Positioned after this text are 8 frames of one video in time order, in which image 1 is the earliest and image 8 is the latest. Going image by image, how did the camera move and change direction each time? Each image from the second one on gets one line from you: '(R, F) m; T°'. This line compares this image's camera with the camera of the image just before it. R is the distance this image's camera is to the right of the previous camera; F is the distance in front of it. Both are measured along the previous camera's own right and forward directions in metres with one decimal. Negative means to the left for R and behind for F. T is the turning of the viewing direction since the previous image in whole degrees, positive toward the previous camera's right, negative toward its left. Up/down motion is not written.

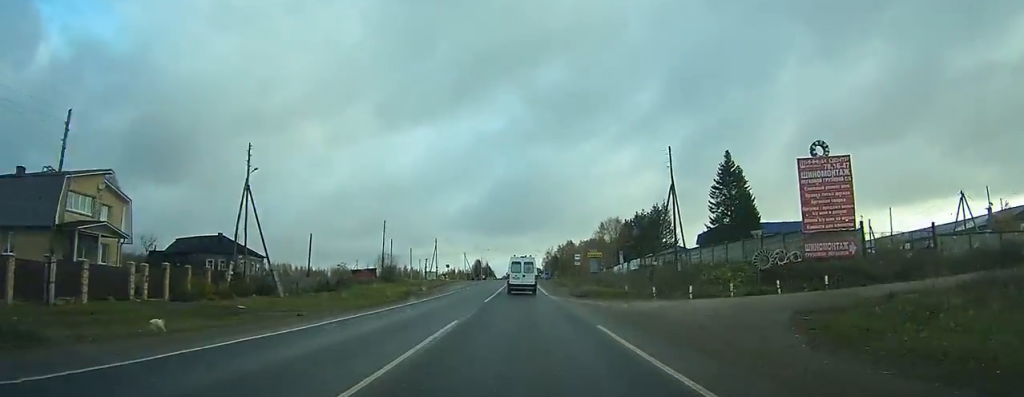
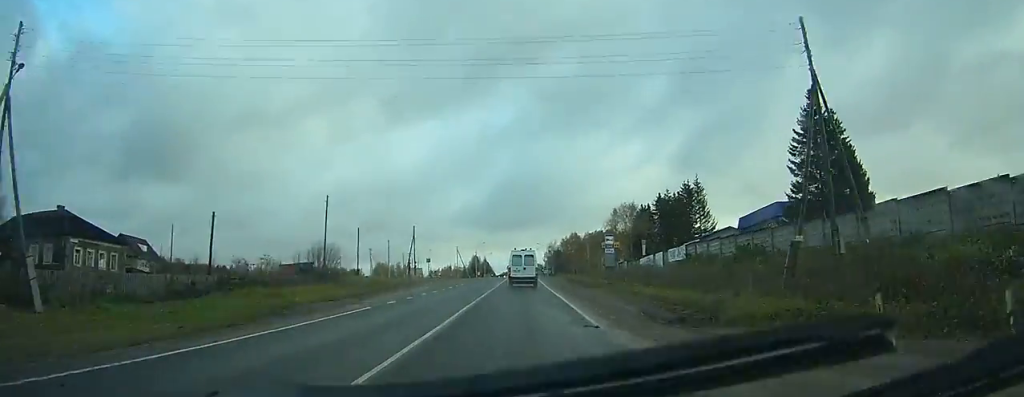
(+0.1, +25.5) m; 0°
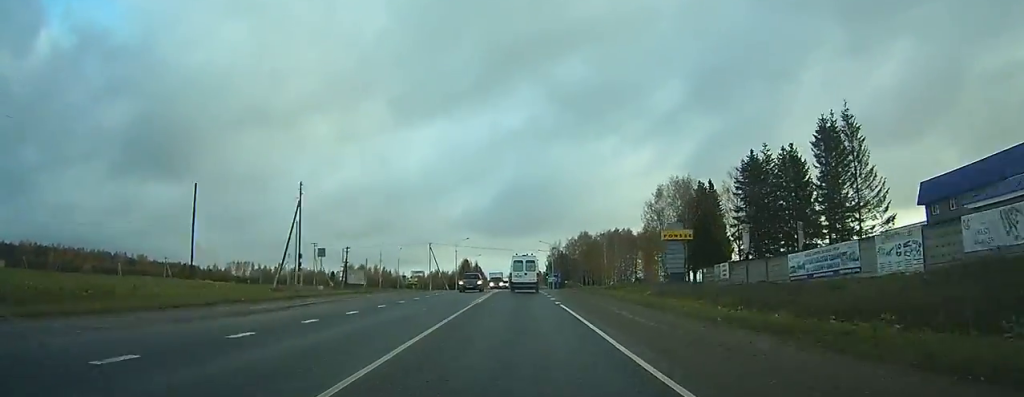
(+0.1, +52.0) m; 0°
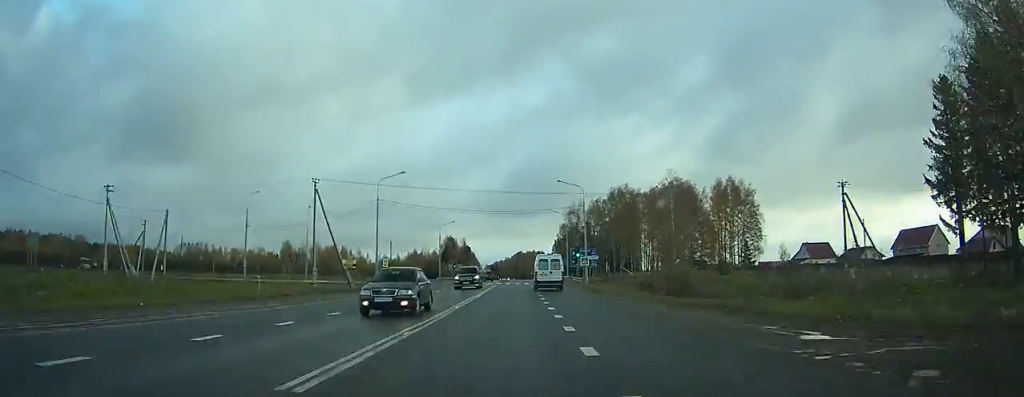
(+0.4, +80.3) m; 0°
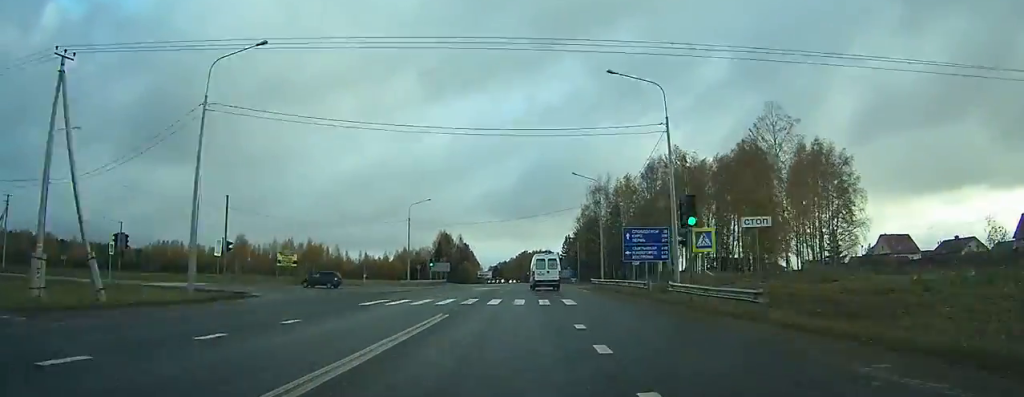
(-0.3, +39.6) m; -1°
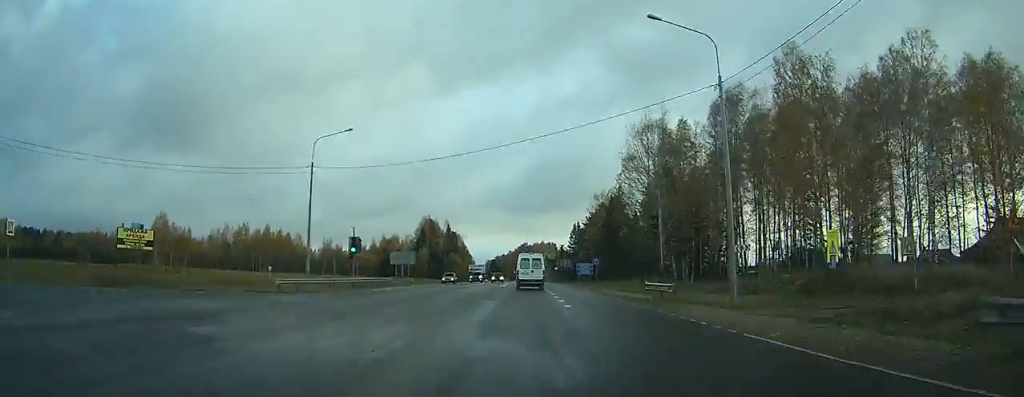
(-0.1, +41.9) m; 0°
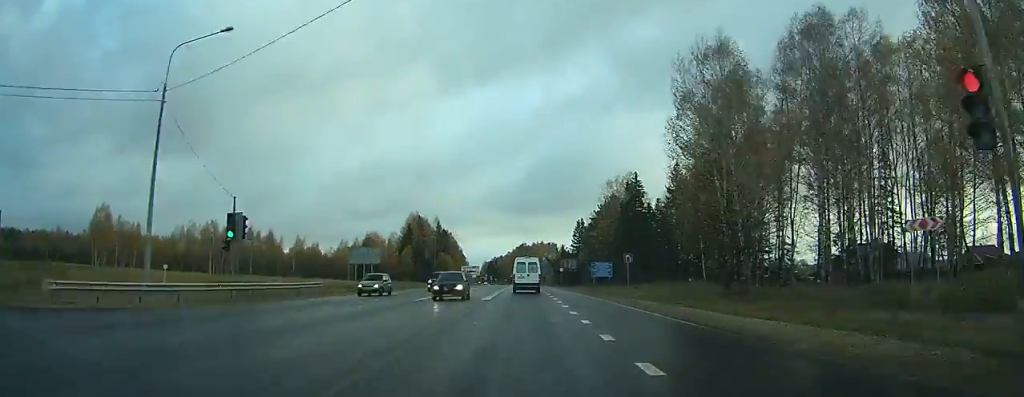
(-0.1, +21.6) m; 0°
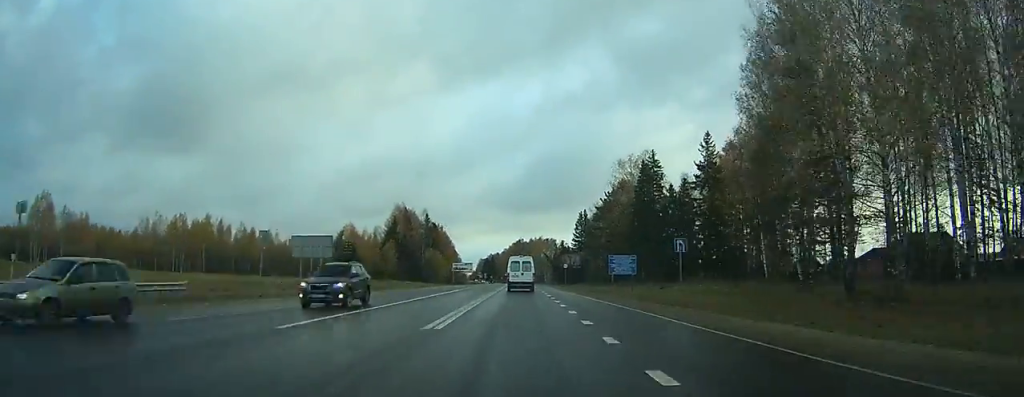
(+0.1, +16.9) m; 0°
